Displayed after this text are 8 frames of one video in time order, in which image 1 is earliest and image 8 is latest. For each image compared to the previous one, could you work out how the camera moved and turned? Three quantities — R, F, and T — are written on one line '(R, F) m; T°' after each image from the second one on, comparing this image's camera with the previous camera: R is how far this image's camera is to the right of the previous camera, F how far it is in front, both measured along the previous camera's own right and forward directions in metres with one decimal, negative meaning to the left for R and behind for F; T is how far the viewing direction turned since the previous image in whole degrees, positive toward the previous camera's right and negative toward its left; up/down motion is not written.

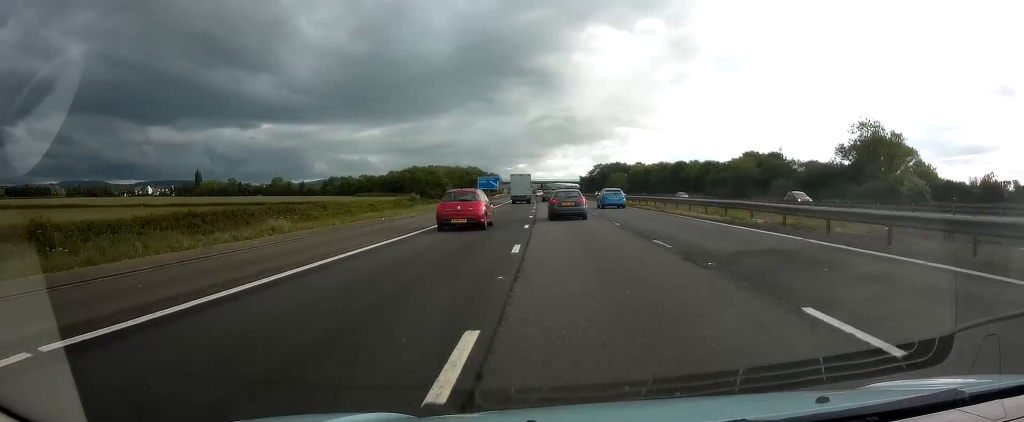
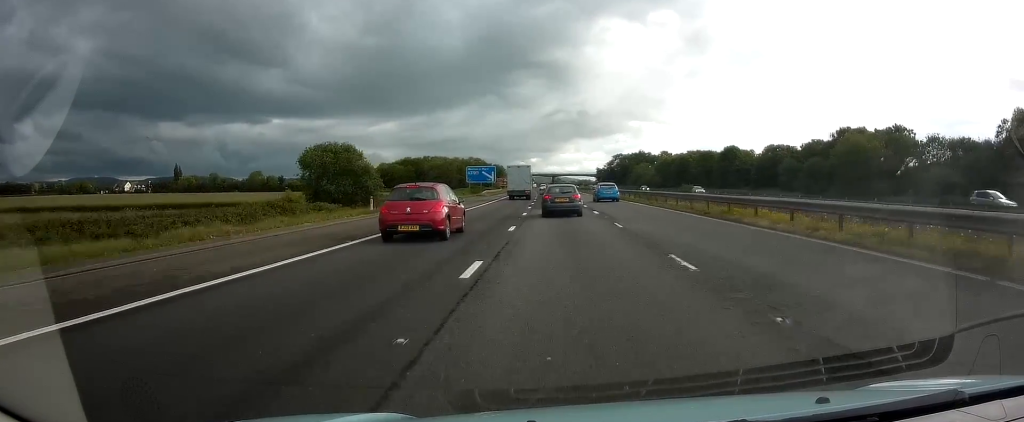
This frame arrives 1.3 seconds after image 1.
(-0.8, +40.1) m; -1°
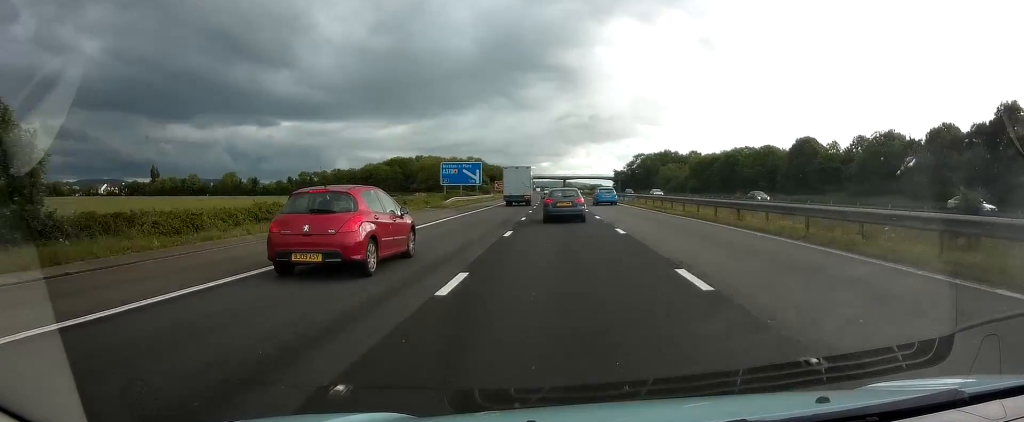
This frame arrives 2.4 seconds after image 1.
(-0.1, +36.8) m; -1°
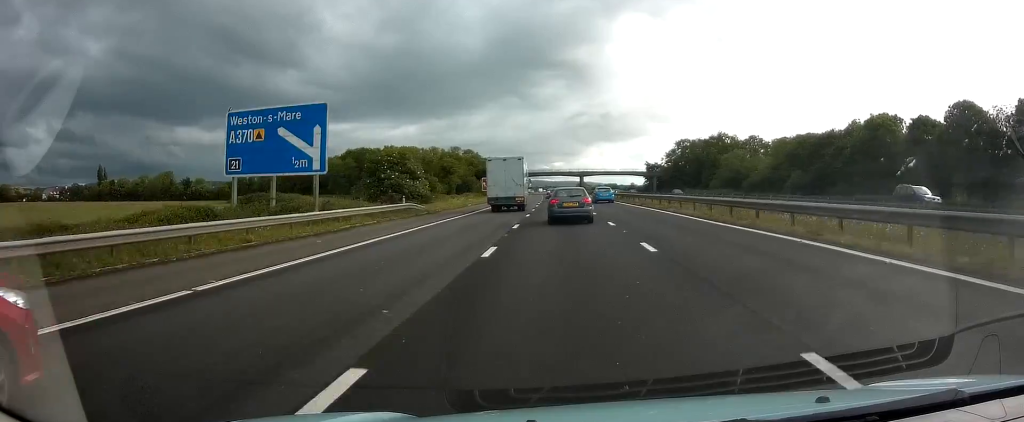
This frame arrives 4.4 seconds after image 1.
(-0.7, +59.9) m; -1°
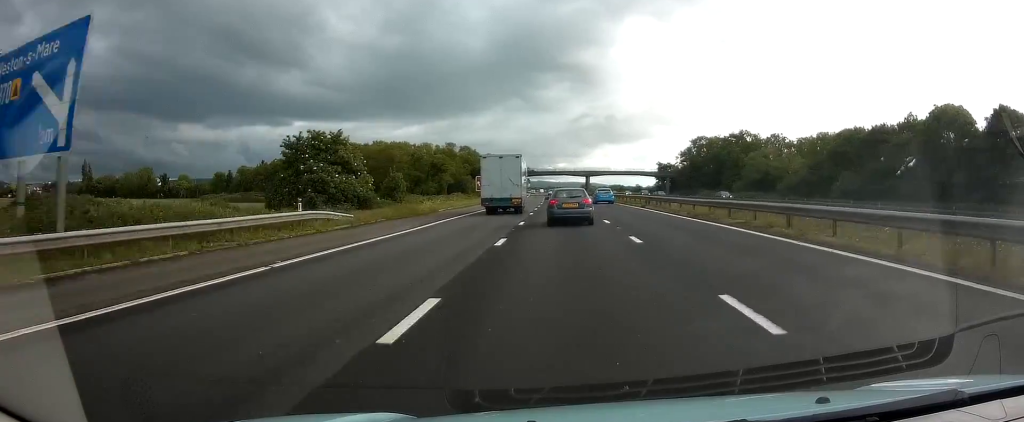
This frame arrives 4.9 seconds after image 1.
(+0.1, +15.4) m; 0°
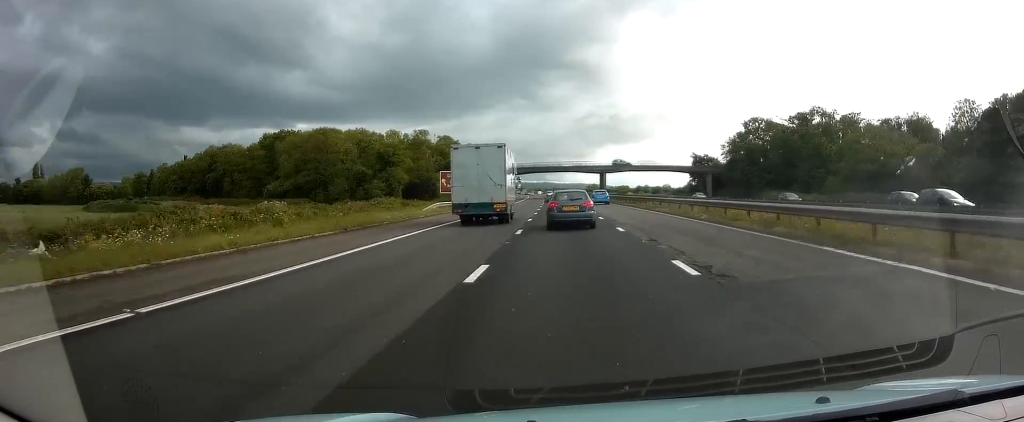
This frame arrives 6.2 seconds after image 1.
(-0.5, +39.9) m; -1°
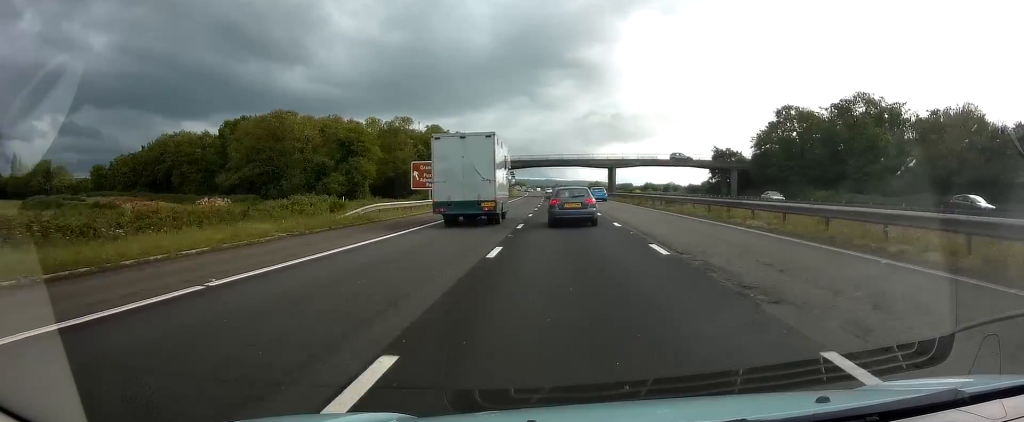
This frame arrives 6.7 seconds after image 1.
(0.0, +16.3) m; 0°
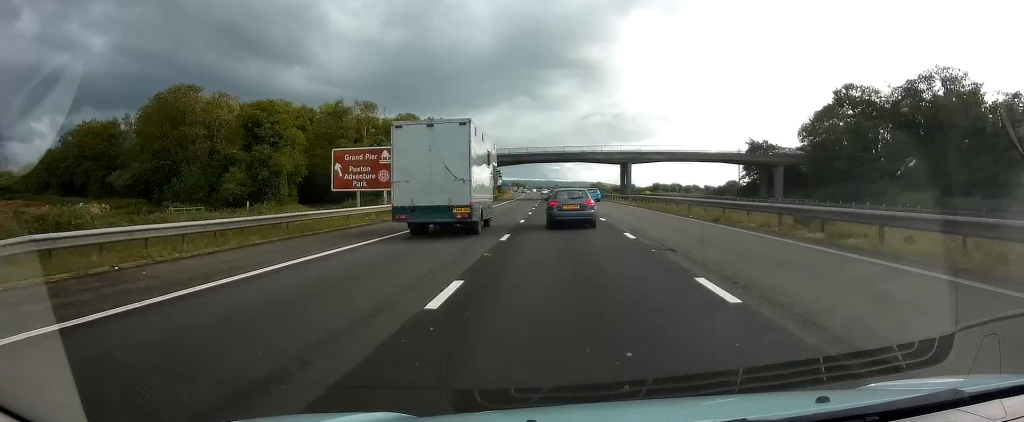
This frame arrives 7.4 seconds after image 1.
(-0.1, +22.4) m; 0°
